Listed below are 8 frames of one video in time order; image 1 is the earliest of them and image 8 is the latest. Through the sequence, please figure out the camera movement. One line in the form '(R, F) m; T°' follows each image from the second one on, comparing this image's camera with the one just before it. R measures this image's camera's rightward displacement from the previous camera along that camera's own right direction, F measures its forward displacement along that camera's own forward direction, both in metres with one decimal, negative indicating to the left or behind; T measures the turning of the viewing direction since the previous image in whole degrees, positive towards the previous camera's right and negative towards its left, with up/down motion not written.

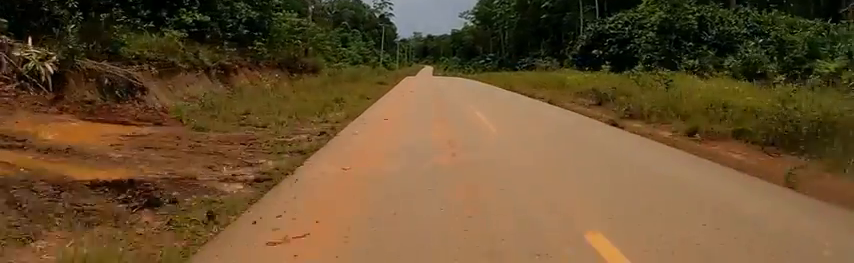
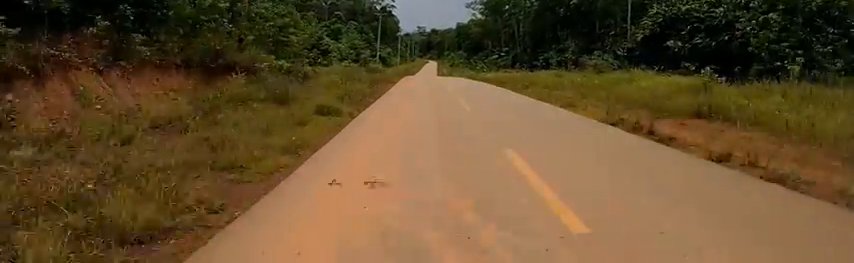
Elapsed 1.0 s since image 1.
(0.0, +11.2) m; -2°
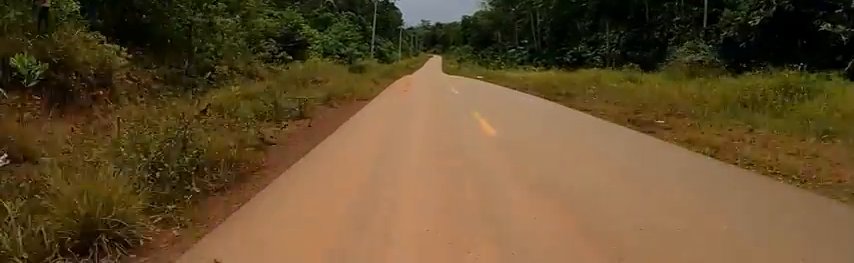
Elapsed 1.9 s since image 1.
(-0.3, +10.8) m; -2°
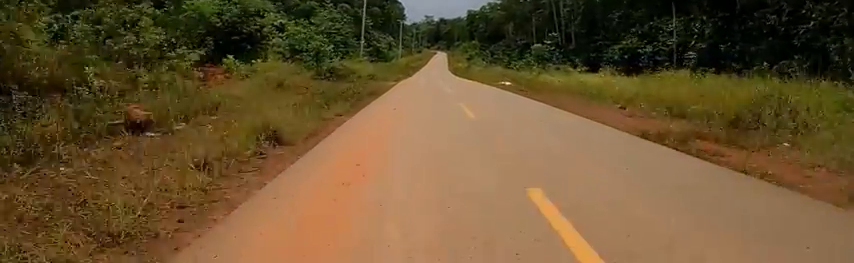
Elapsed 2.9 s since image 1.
(-0.2, +12.5) m; -1°
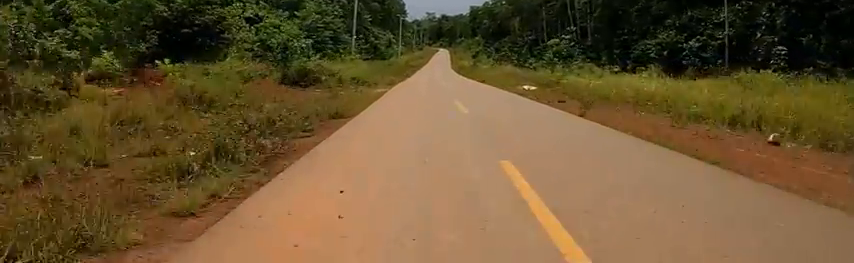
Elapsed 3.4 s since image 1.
(0.0, +6.4) m; 0°
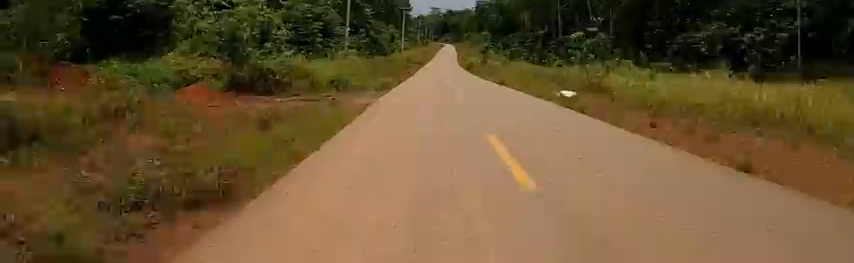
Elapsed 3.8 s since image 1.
(0.0, +5.7) m; 0°
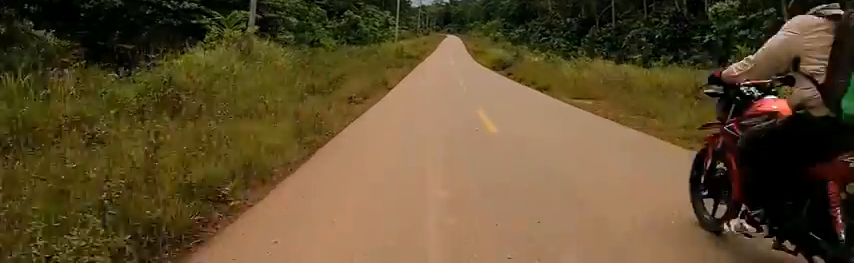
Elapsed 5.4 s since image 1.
(+0.2, +20.6) m; +1°
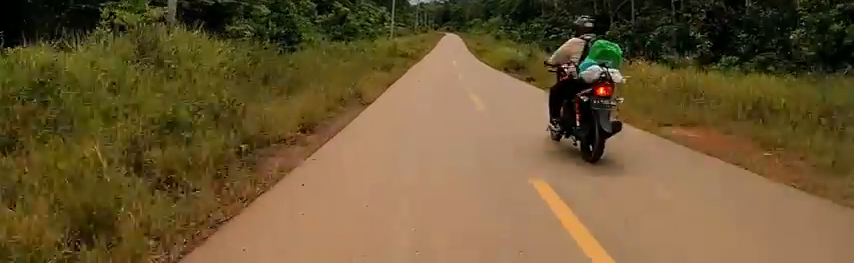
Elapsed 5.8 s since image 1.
(0.0, +5.4) m; -1°
